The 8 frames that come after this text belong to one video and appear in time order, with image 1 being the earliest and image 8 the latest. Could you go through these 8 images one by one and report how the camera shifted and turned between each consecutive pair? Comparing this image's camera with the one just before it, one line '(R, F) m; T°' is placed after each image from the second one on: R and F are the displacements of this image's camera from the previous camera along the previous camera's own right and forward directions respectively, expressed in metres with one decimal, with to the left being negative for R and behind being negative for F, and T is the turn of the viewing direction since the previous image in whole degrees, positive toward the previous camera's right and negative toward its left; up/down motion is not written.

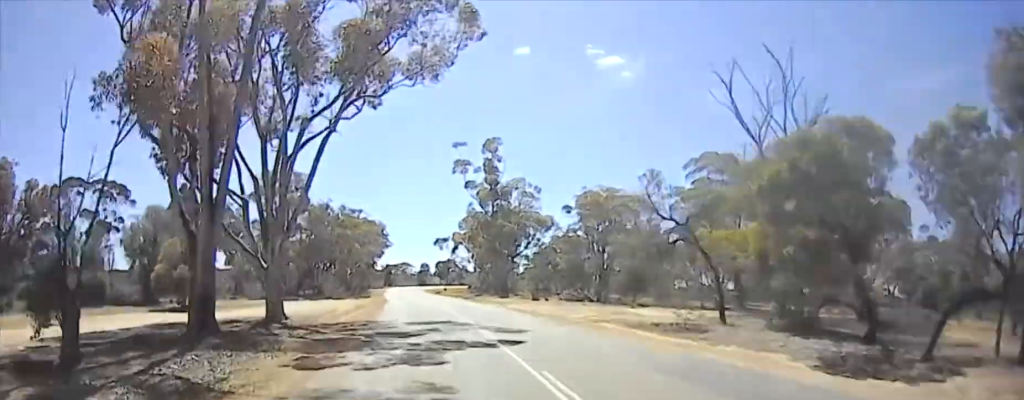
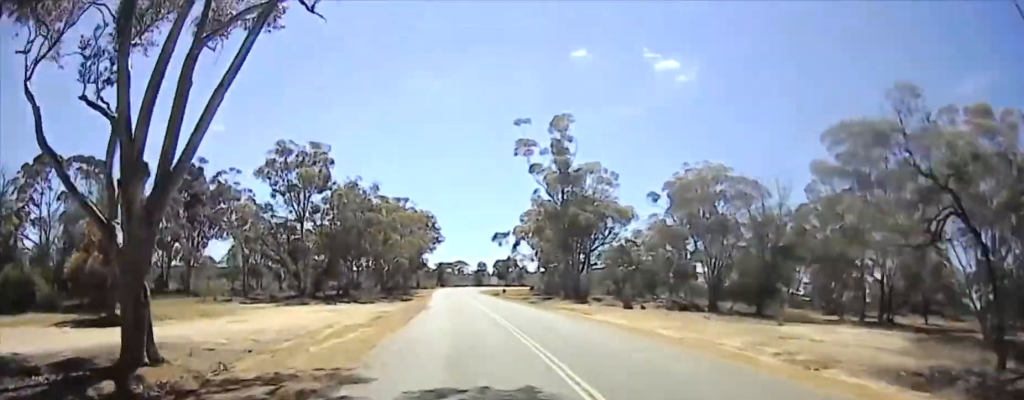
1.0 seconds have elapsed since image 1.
(+0.1, +15.6) m; +1°
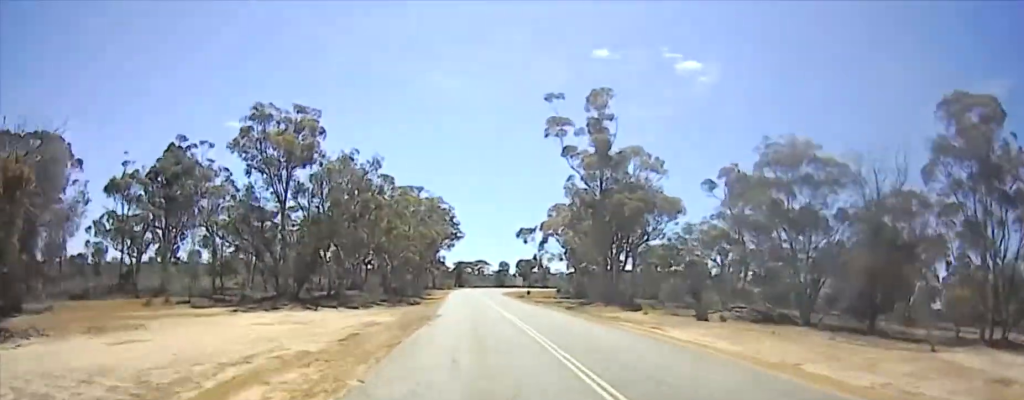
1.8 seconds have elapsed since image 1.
(+0.1, +11.6) m; +1°
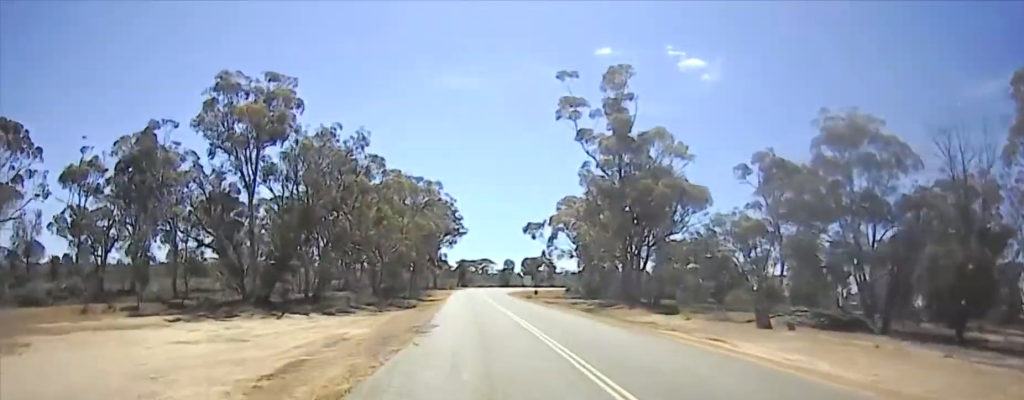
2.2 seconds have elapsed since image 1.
(0.0, +7.8) m; 0°
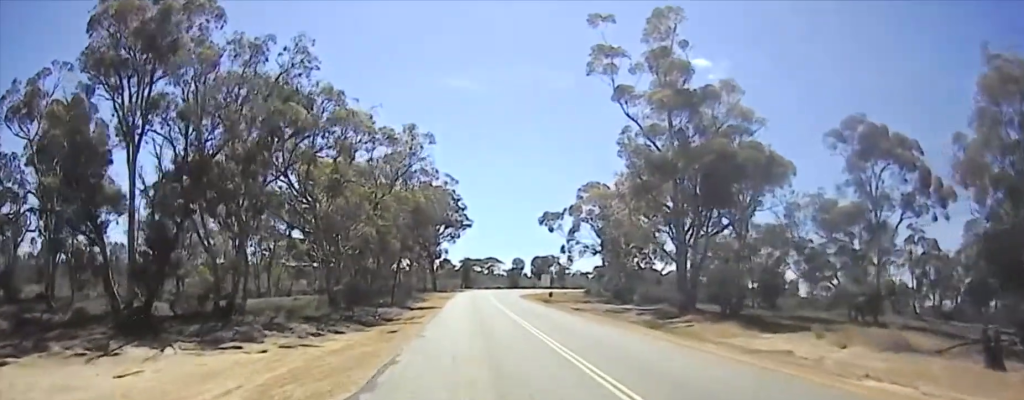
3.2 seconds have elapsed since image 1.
(-0.1, +16.0) m; -1°
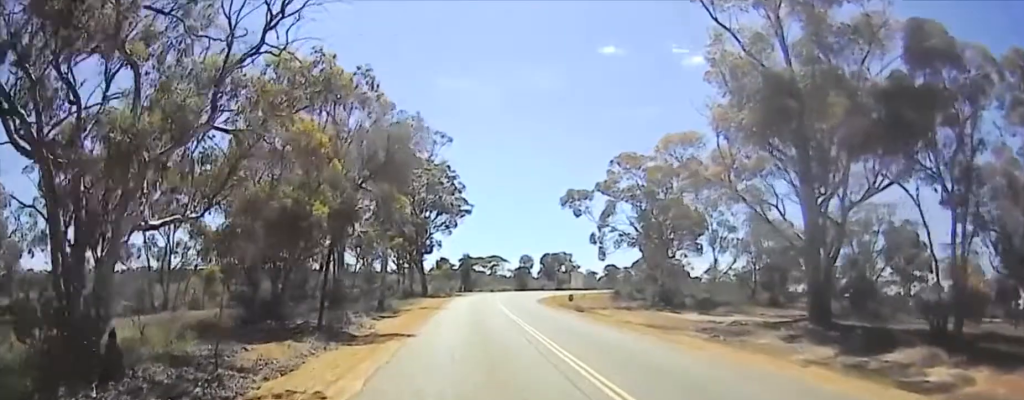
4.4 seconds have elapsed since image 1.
(-0.3, +20.1) m; -1°
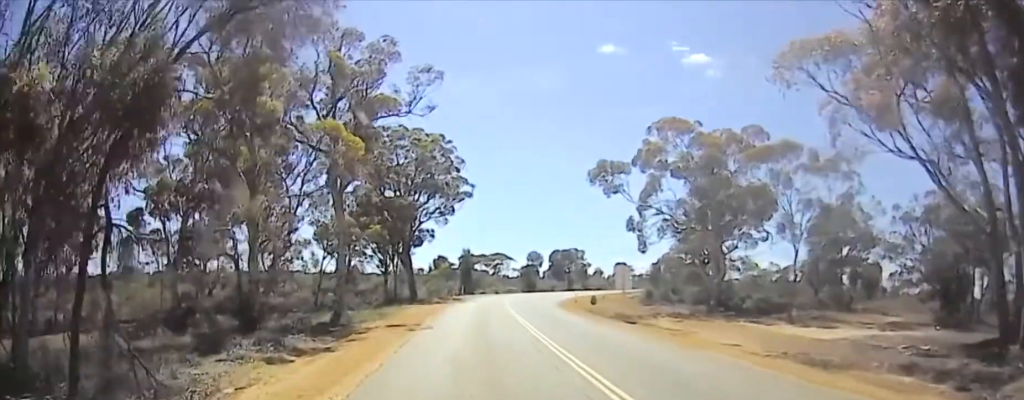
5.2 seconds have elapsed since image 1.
(-0.1, +13.2) m; 0°
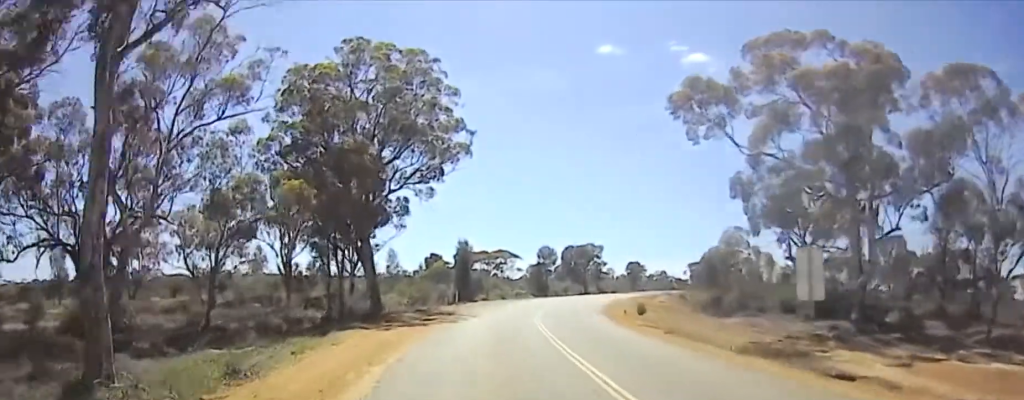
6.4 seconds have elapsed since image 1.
(+0.1, +16.2) m; -2°
